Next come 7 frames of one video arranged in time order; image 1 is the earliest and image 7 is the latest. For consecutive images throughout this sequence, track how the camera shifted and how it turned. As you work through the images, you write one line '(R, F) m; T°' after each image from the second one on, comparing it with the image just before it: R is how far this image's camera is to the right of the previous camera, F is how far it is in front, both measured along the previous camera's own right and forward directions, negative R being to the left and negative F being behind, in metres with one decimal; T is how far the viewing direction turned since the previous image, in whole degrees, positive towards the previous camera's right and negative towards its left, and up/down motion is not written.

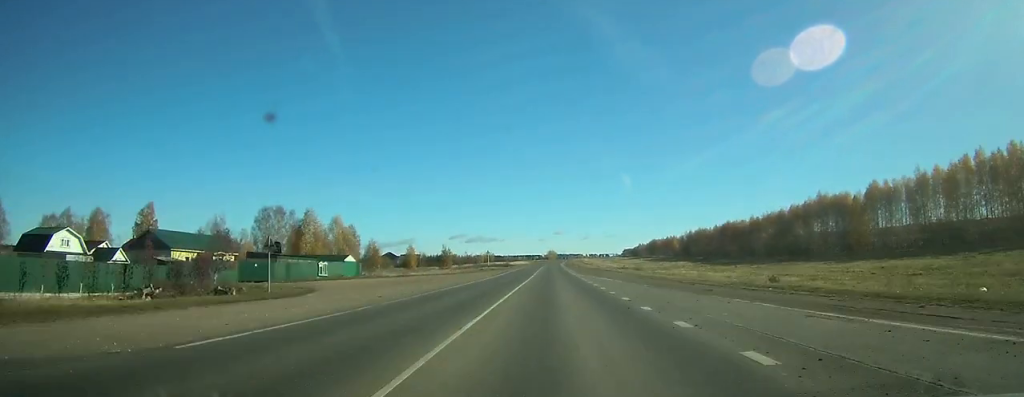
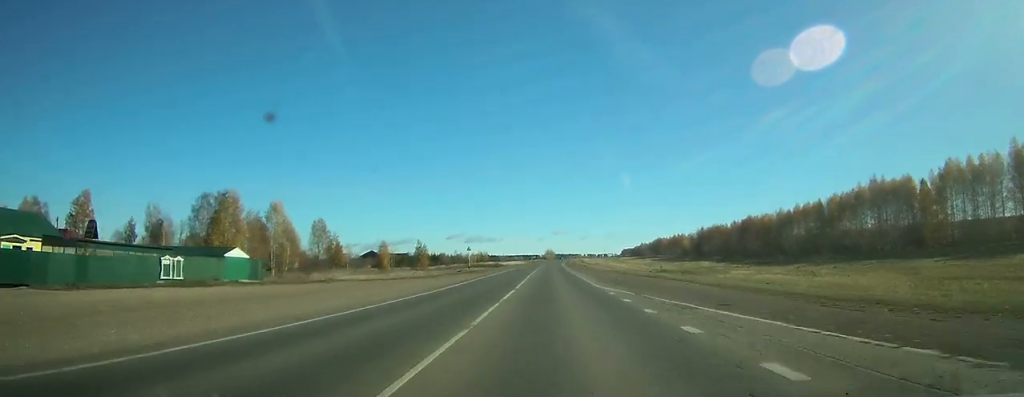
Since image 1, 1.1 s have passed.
(0.0, +29.2) m; 0°
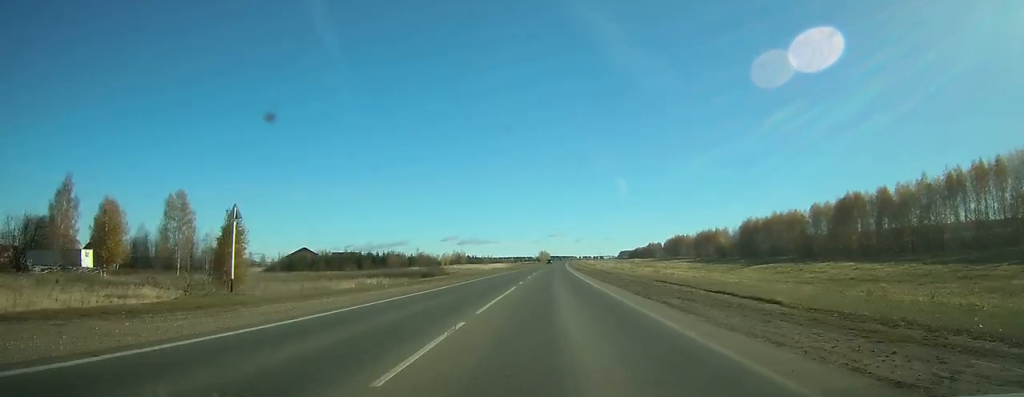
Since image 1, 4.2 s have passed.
(-0.2, +78.6) m; 0°
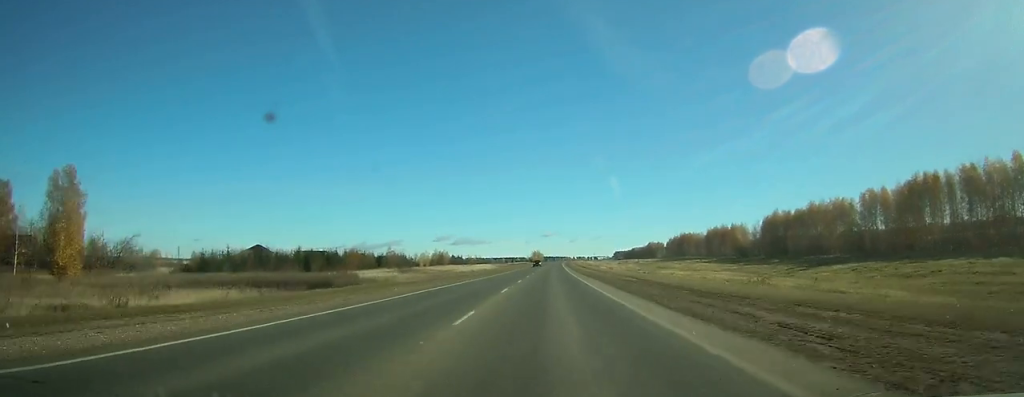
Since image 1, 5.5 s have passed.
(0.0, +32.4) m; 0°
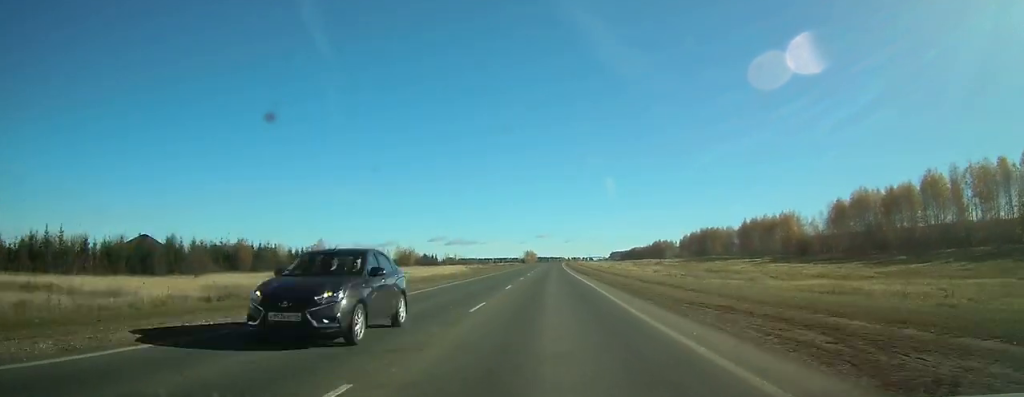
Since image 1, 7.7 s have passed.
(+0.3, +56.5) m; +1°
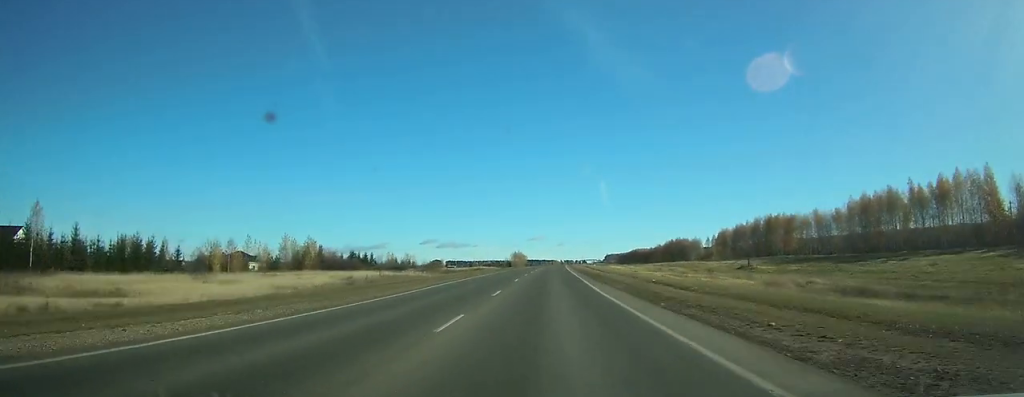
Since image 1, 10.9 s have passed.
(+0.9, +84.5) m; +1°
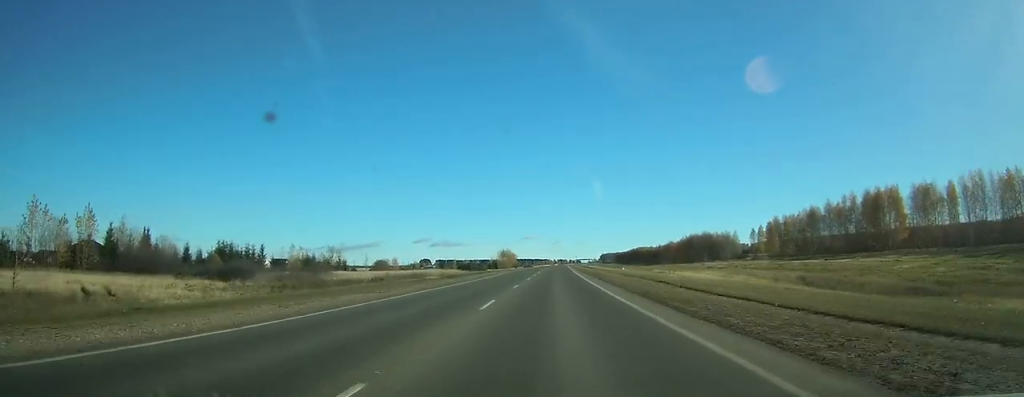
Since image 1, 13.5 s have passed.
(+0.7, +65.7) m; +1°
